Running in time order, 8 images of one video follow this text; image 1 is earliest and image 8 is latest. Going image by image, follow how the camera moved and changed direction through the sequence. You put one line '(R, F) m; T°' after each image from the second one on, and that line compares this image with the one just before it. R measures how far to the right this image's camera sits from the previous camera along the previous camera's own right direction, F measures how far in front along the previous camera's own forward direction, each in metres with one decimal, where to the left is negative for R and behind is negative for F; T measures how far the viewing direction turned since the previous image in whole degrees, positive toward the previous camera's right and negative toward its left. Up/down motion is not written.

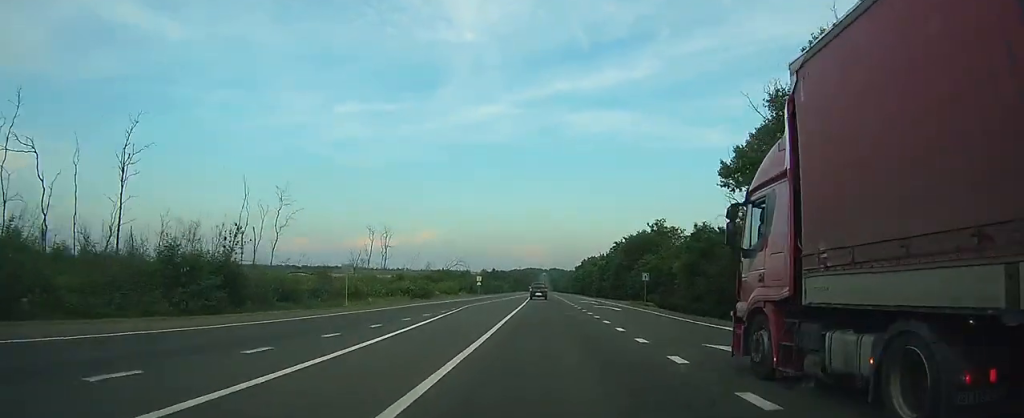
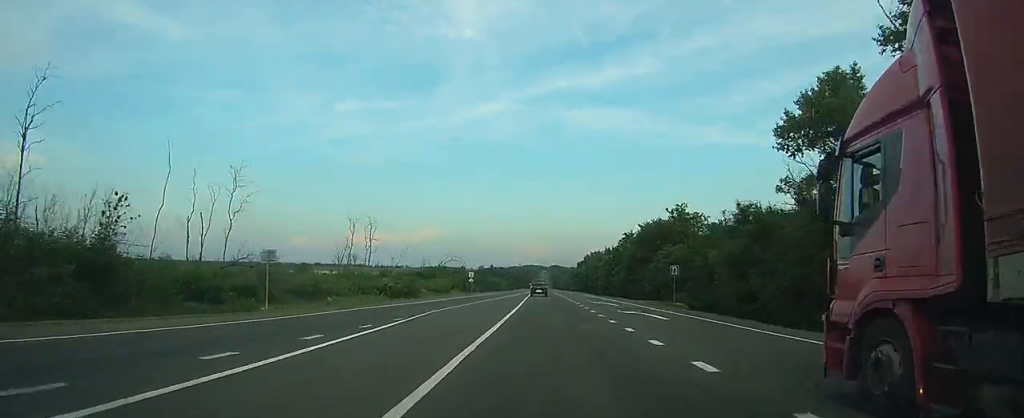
(0.0, +13.2) m; 0°
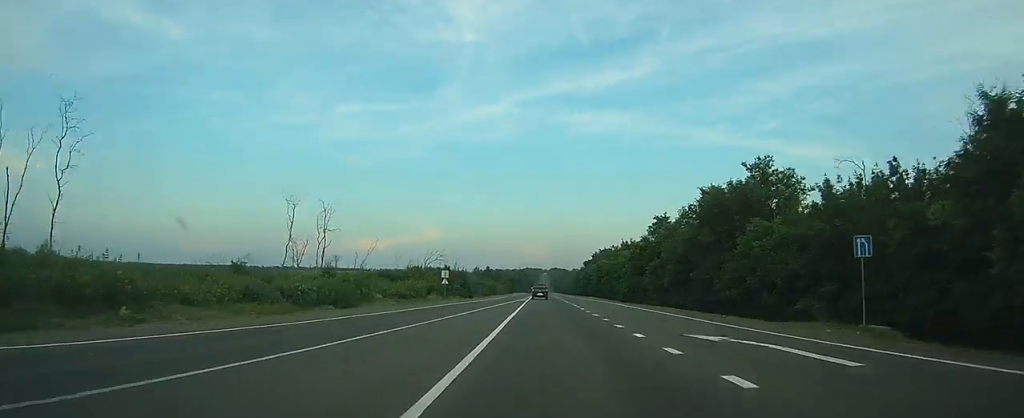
(-0.1, +28.9) m; 0°
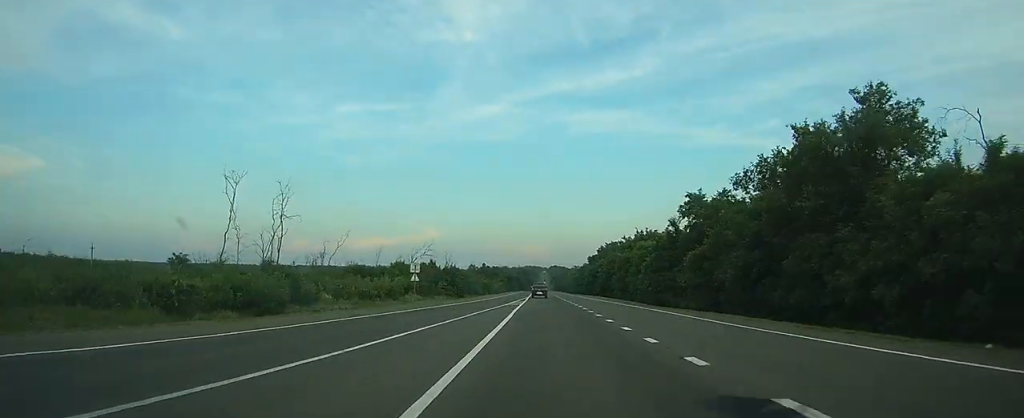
(0.0, +17.6) m; 0°
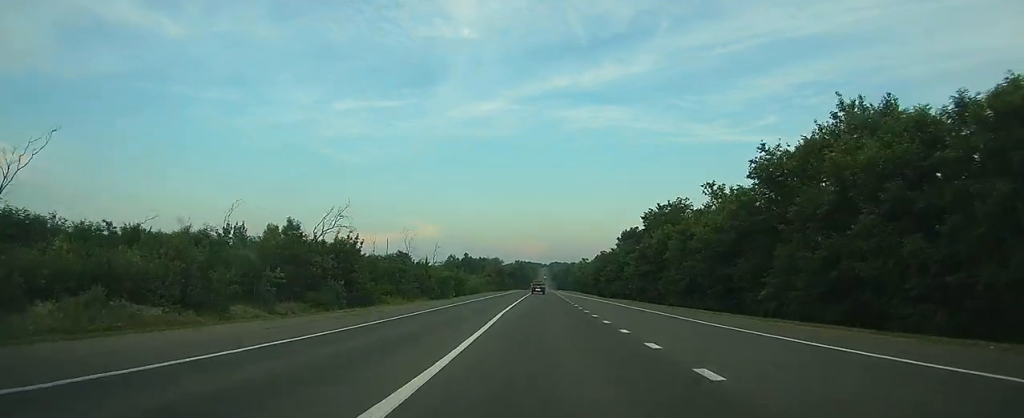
(+0.2, +69.2) m; 0°
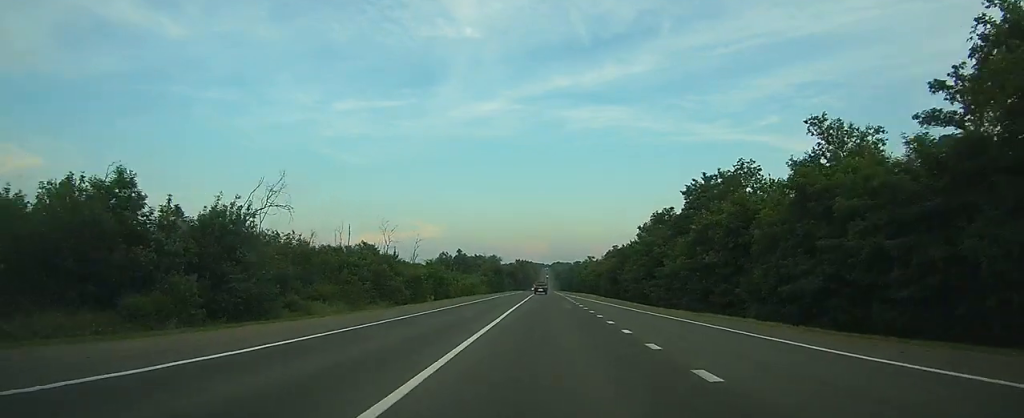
(0.0, +24.1) m; 0°
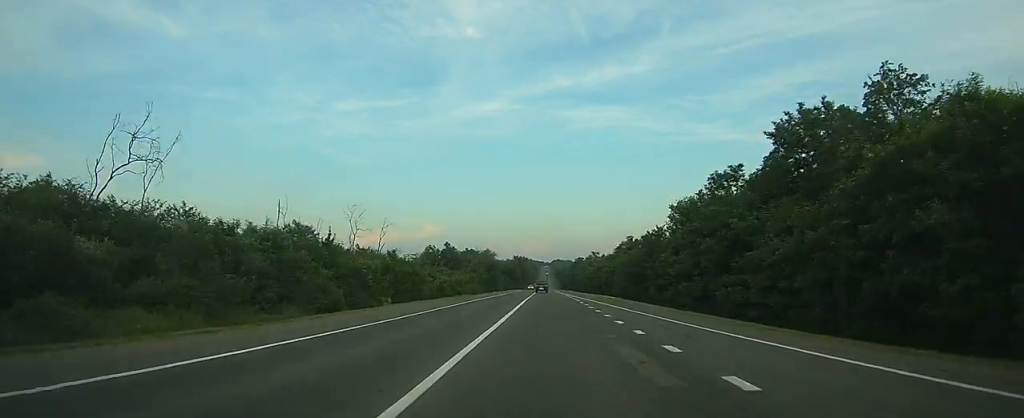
(0.0, +25.1) m; 0°
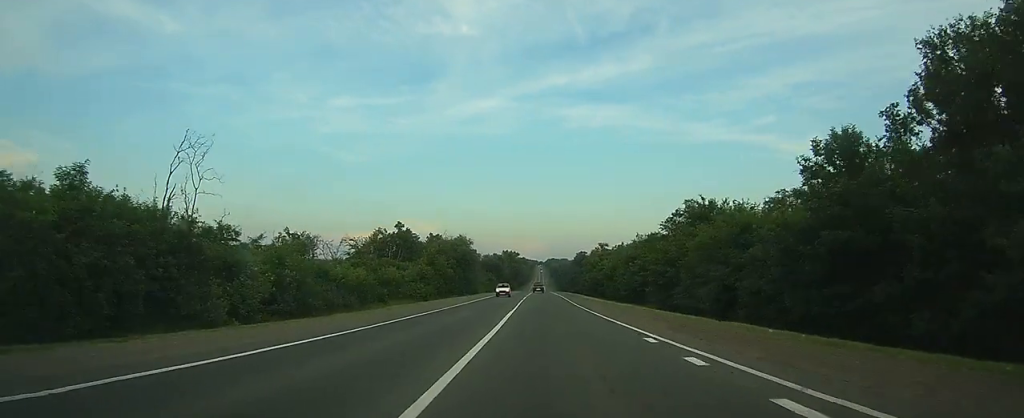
(-0.2, +54.2) m; 0°
